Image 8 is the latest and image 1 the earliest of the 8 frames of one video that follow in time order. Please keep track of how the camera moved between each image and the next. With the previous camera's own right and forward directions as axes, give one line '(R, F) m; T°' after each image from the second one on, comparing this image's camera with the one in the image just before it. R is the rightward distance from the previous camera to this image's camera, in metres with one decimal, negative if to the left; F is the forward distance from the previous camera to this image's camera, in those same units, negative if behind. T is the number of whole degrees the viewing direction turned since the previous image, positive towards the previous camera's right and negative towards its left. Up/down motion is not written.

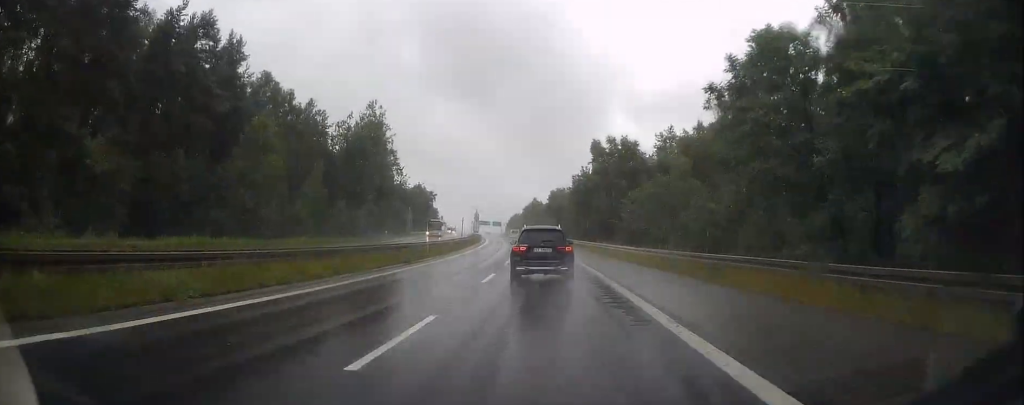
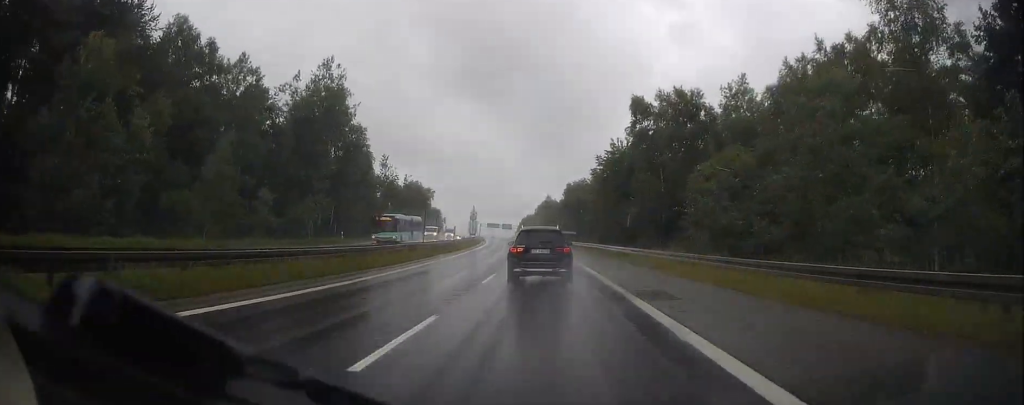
(-0.2, +23.9) m; -1°
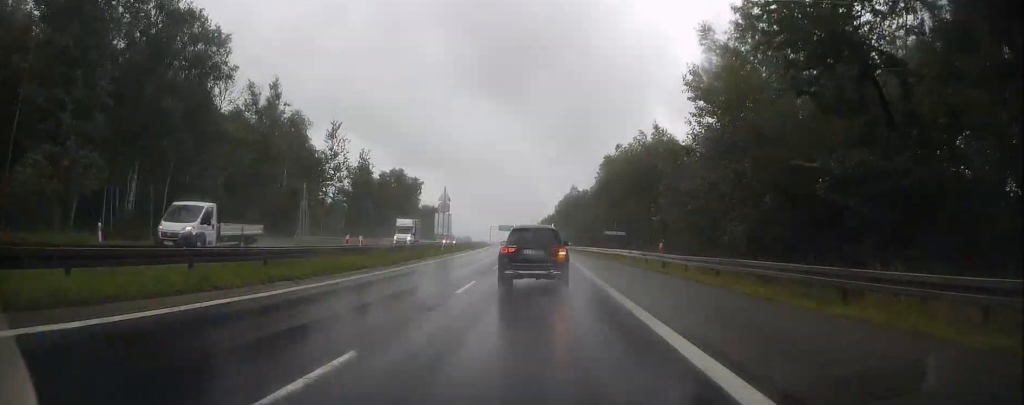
(-0.9, +38.5) m; -2°
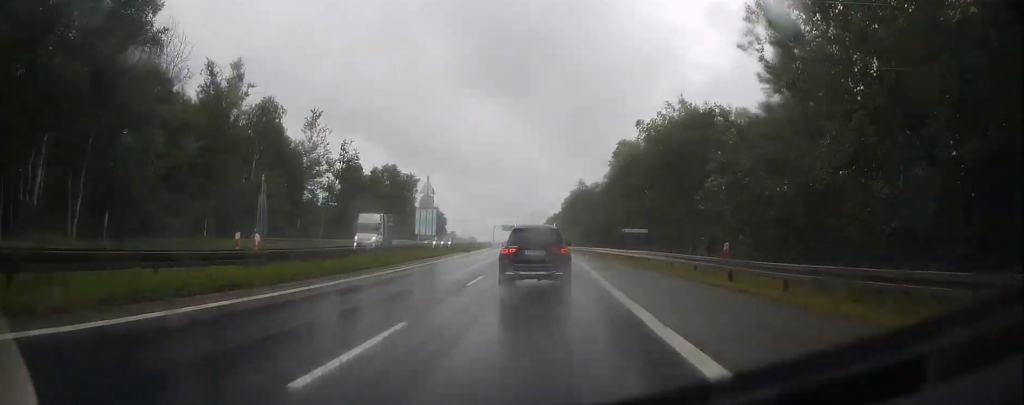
(0.0, +9.2) m; 0°
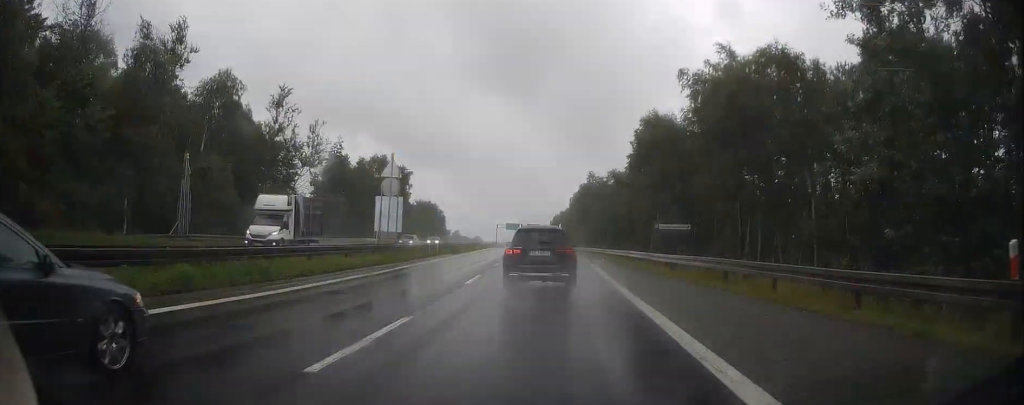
(0.0, +11.0) m; 0°
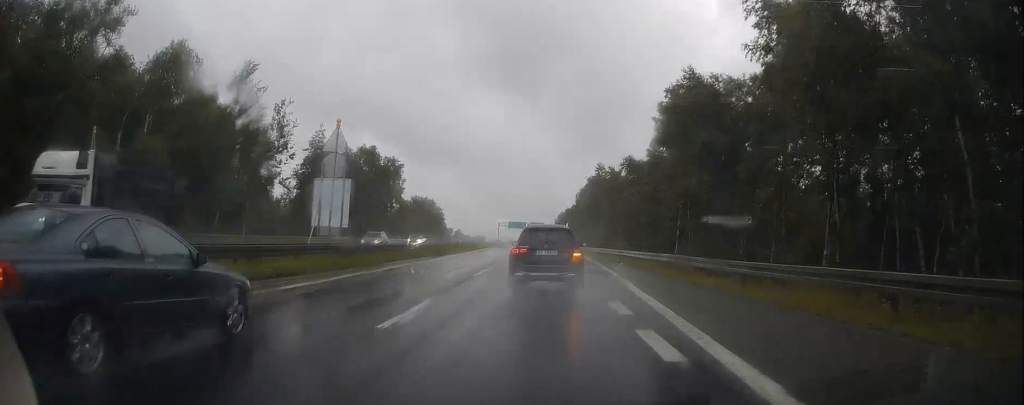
(0.0, +9.0) m; 0°
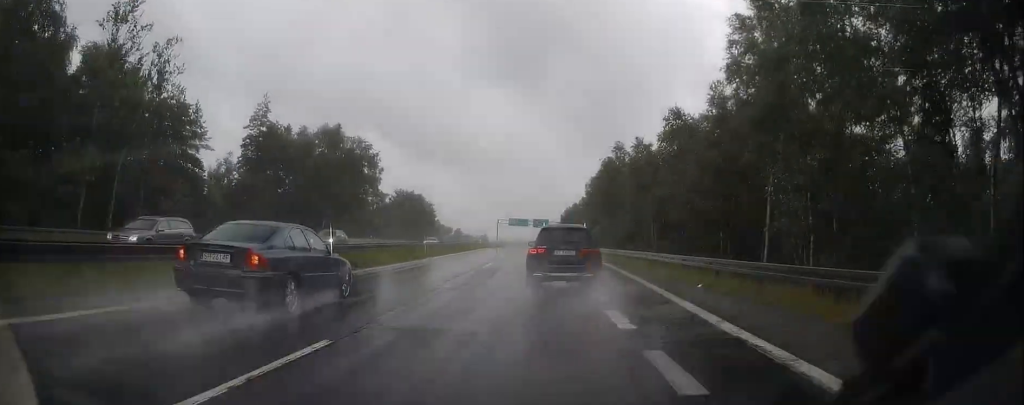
(0.0, +17.3) m; 0°
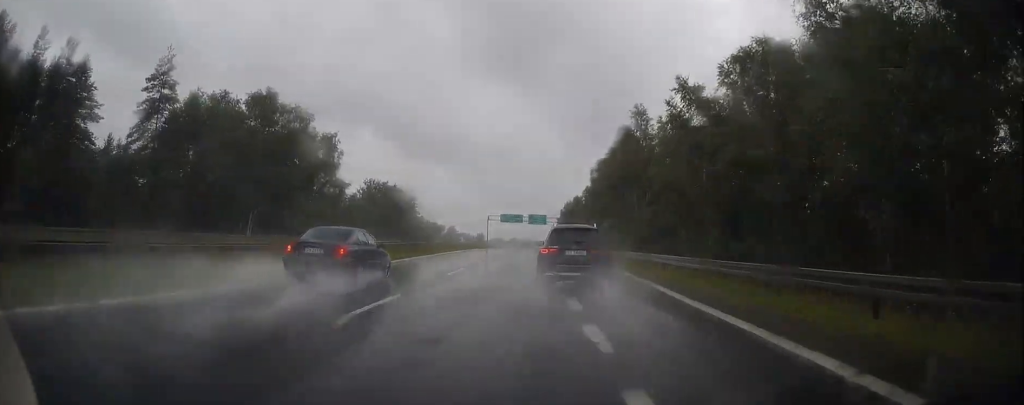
(+0.1, +17.5) m; 0°
